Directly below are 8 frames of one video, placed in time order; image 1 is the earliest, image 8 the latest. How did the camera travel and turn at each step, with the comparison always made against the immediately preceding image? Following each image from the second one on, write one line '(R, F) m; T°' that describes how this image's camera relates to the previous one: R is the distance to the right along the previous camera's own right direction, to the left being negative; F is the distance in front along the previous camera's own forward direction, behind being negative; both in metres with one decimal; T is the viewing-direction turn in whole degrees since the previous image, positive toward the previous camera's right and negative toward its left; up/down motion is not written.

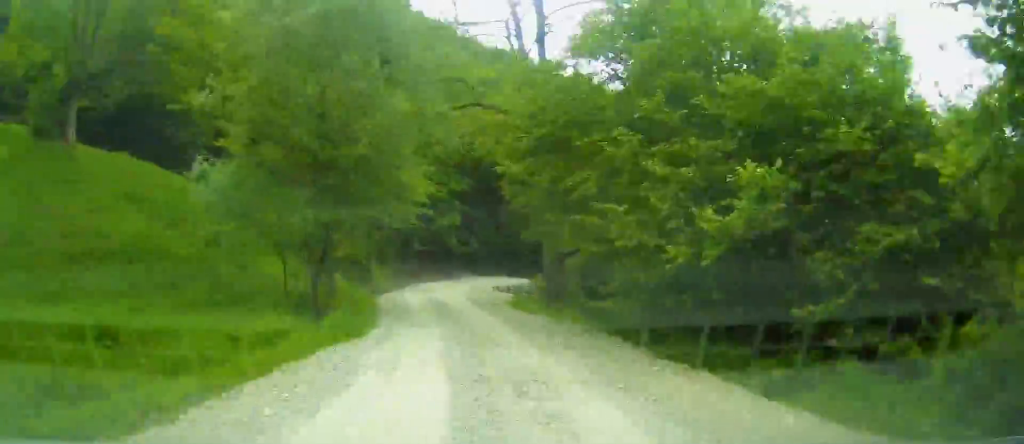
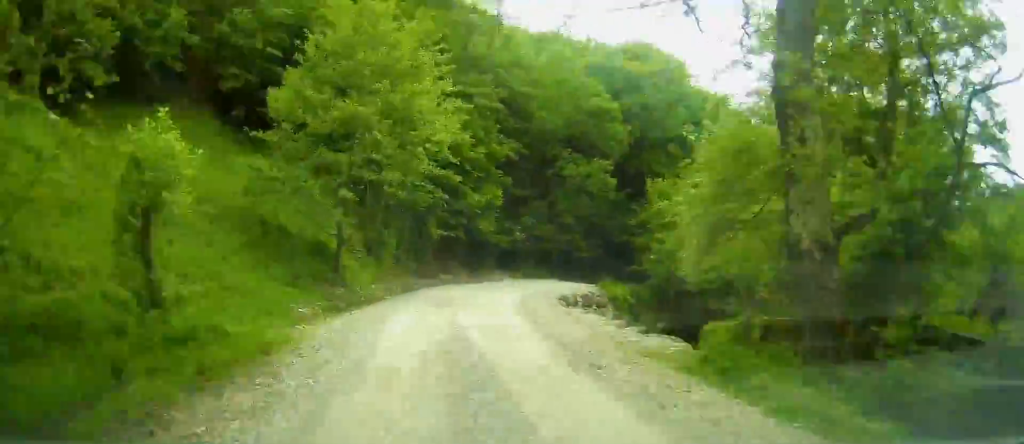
(-2.1, +17.4) m; +6°
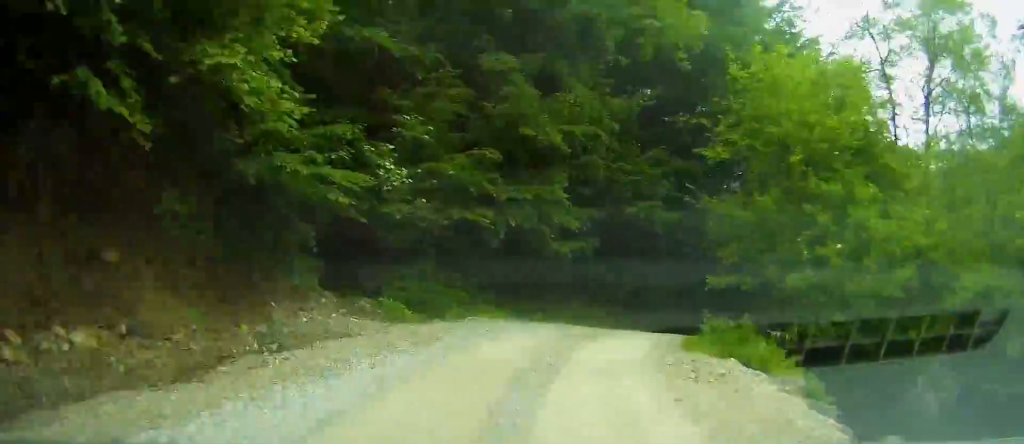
(+6.2, +29.8) m; +22°
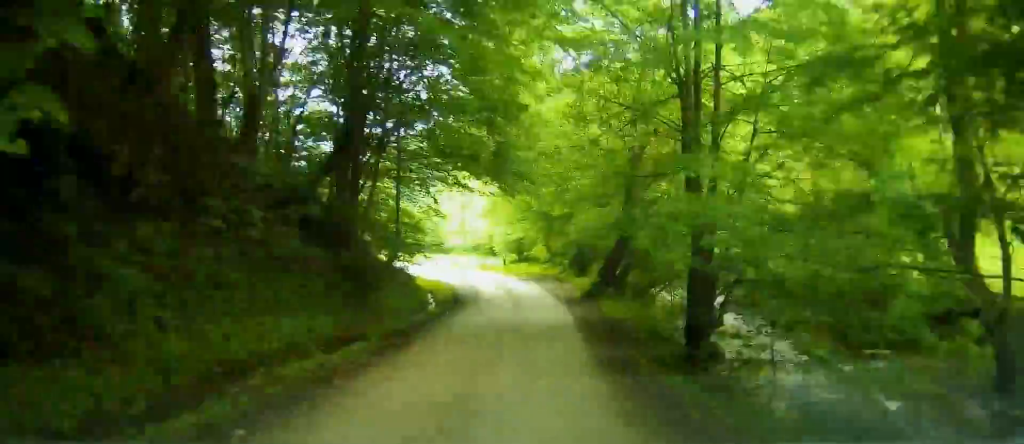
(+5.1, +27.6) m; +9°
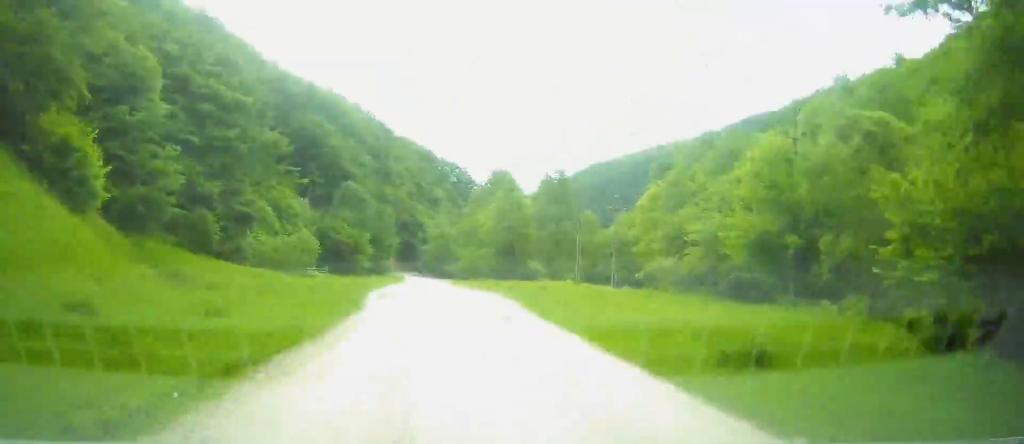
(-0.9, +53.2) m; -7°
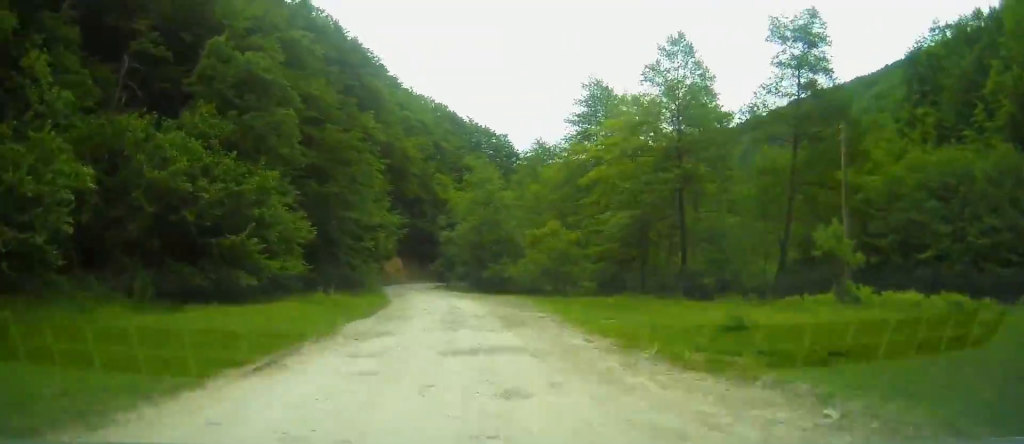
(-3.5, +62.2) m; -5°
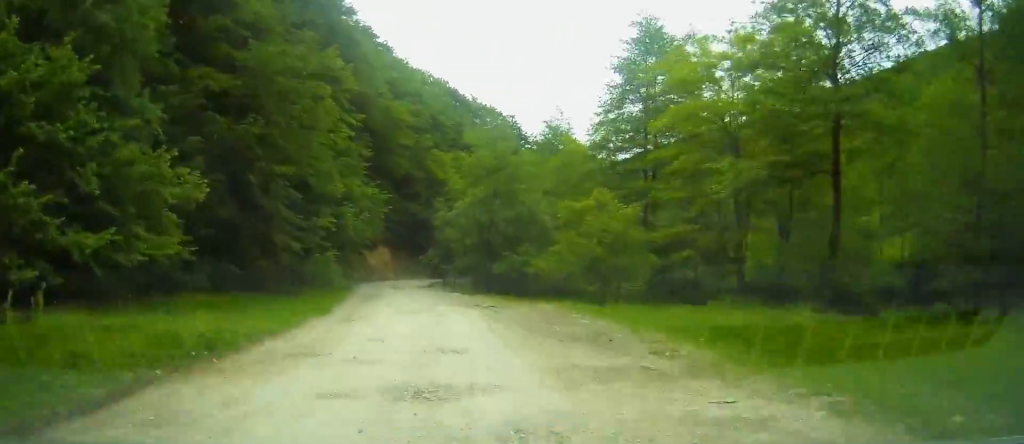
(-0.1, +16.2) m; -1°
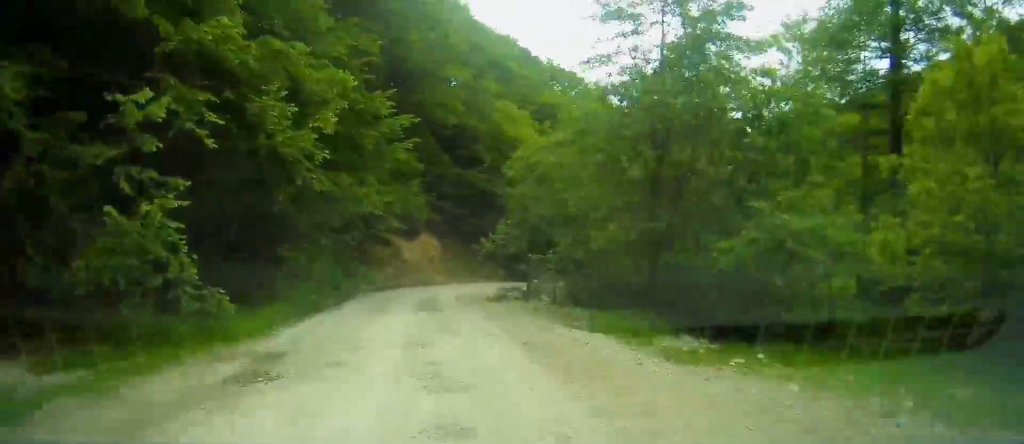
(-0.3, +24.2) m; +3°
